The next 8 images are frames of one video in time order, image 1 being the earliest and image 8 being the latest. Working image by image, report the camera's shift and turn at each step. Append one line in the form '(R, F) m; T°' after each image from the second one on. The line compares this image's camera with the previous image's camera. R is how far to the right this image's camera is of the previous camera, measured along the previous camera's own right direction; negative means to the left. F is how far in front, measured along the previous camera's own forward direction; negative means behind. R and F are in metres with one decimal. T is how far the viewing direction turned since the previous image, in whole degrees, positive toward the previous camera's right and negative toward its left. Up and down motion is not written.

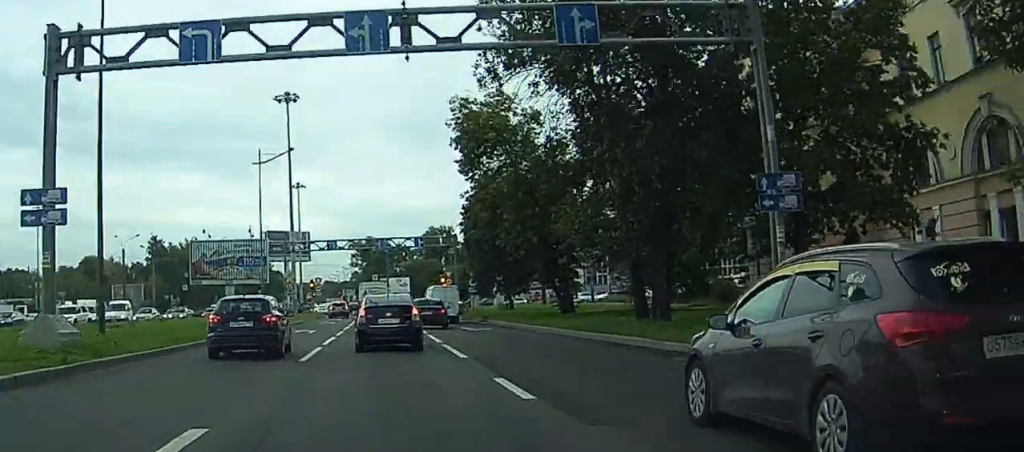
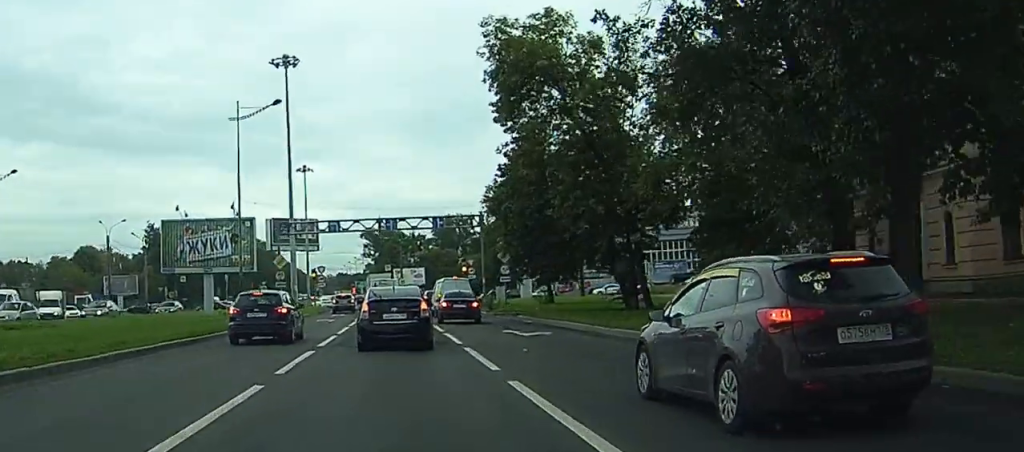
(-0.4, +12.8) m; -2°
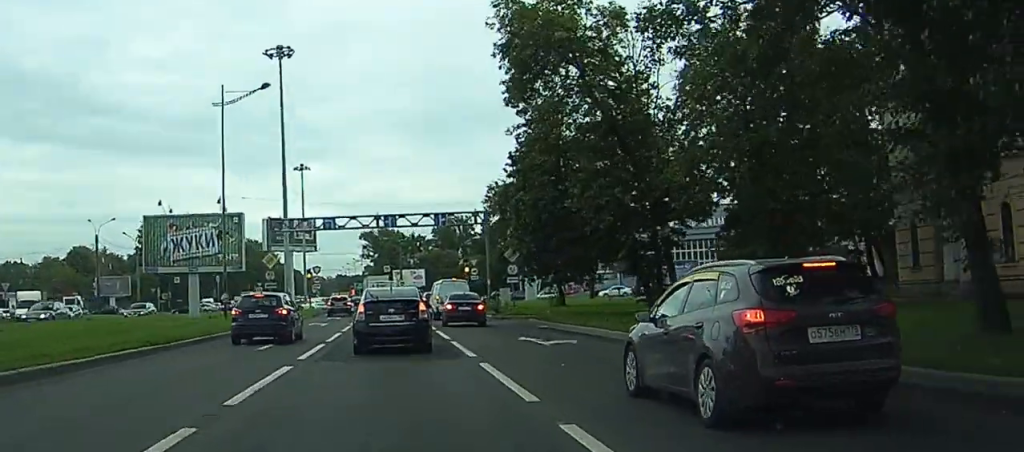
(0.0, +4.1) m; 0°
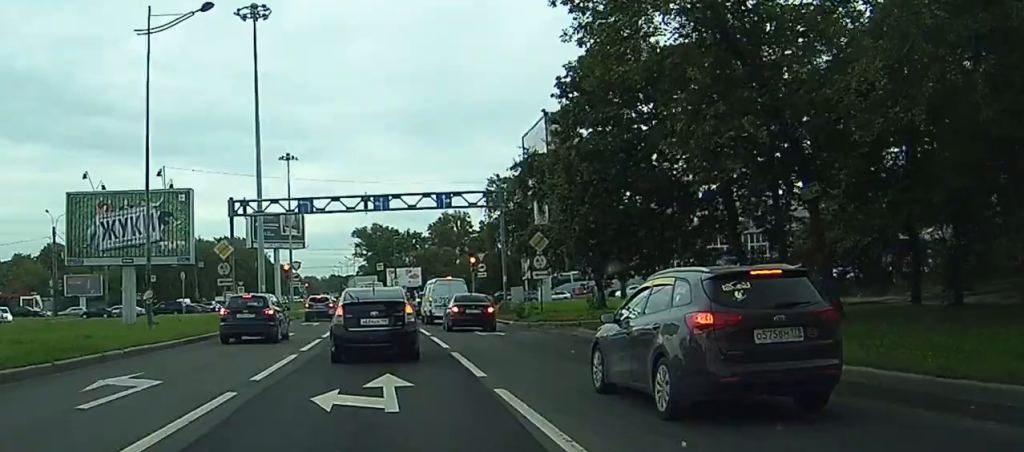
(-0.1, +12.7) m; 0°
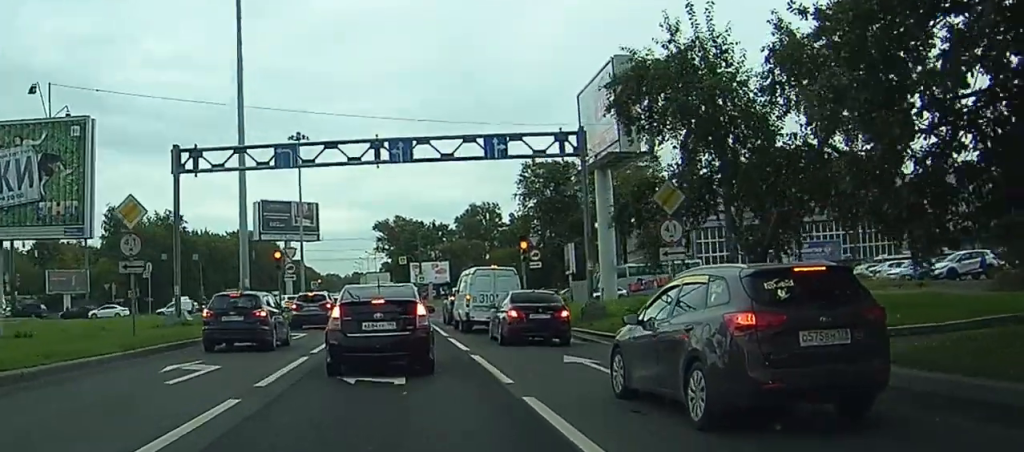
(-0.1, +18.2) m; -2°
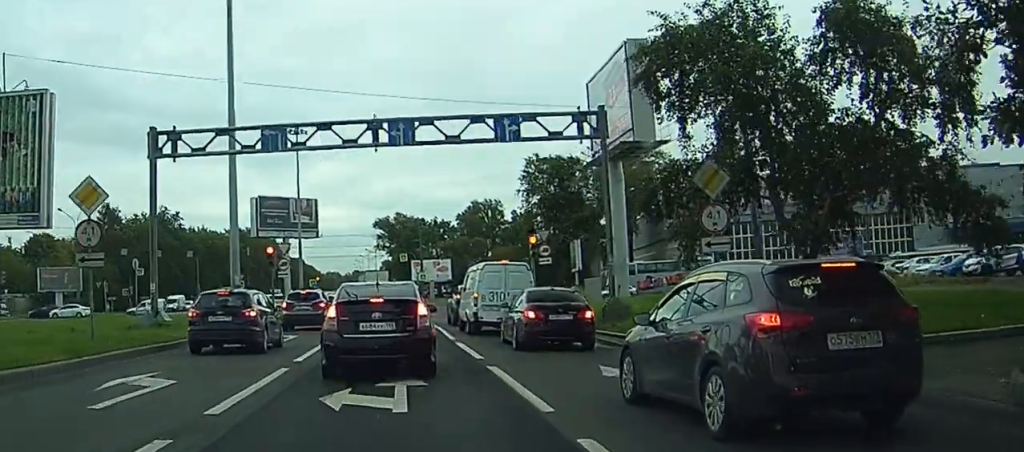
(0.0, +3.8) m; -1°
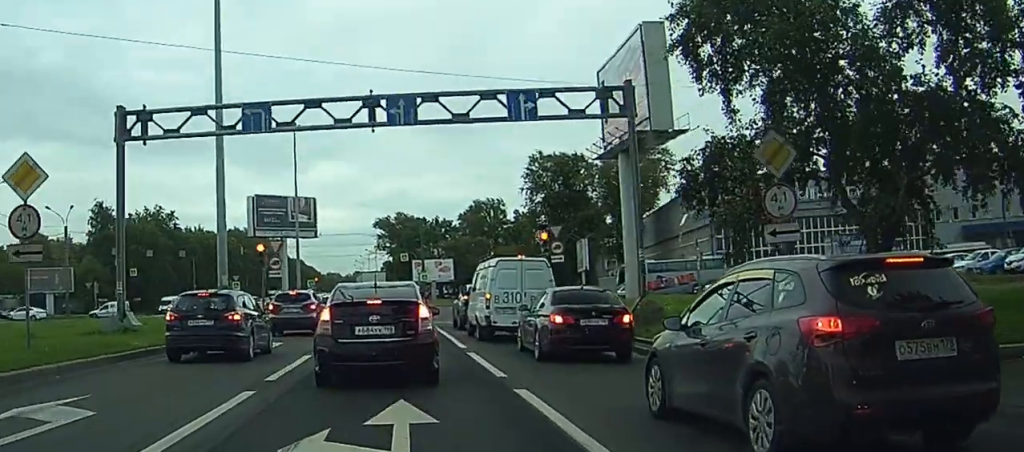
(-0.1, +3.9) m; -1°
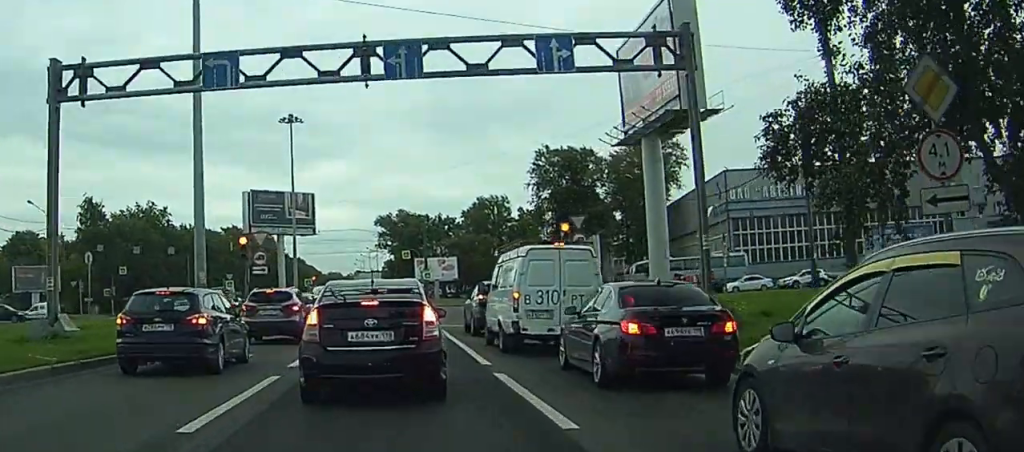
(-0.1, +6.0) m; 0°
